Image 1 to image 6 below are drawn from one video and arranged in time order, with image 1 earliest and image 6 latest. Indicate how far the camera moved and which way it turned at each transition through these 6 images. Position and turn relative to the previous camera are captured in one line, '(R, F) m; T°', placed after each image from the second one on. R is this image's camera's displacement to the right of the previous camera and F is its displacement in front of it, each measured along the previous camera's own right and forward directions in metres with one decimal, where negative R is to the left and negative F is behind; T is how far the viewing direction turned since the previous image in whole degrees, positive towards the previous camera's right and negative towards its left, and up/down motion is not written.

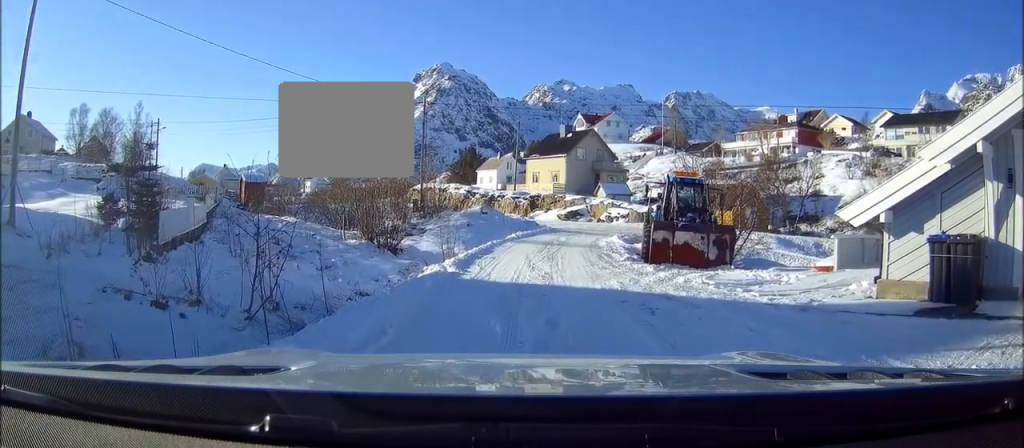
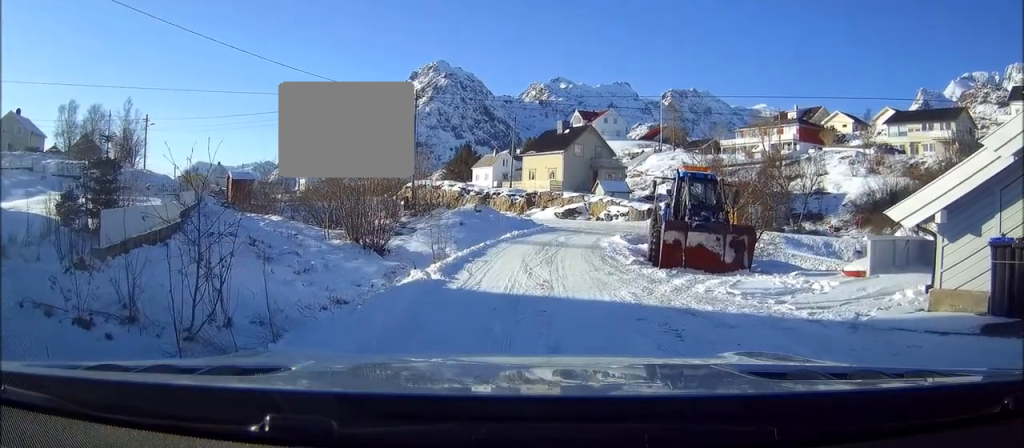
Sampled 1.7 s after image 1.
(-0.1, +1.6) m; 0°
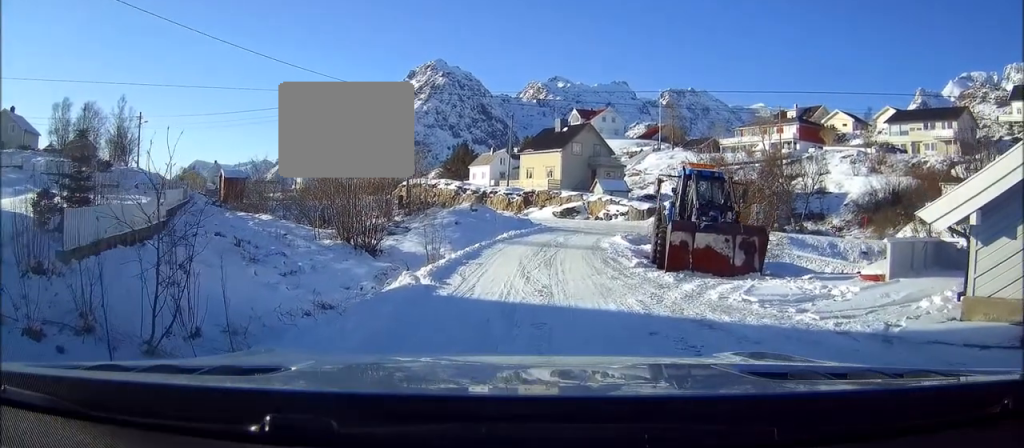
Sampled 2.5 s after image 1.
(0.0, +0.9) m; 0°
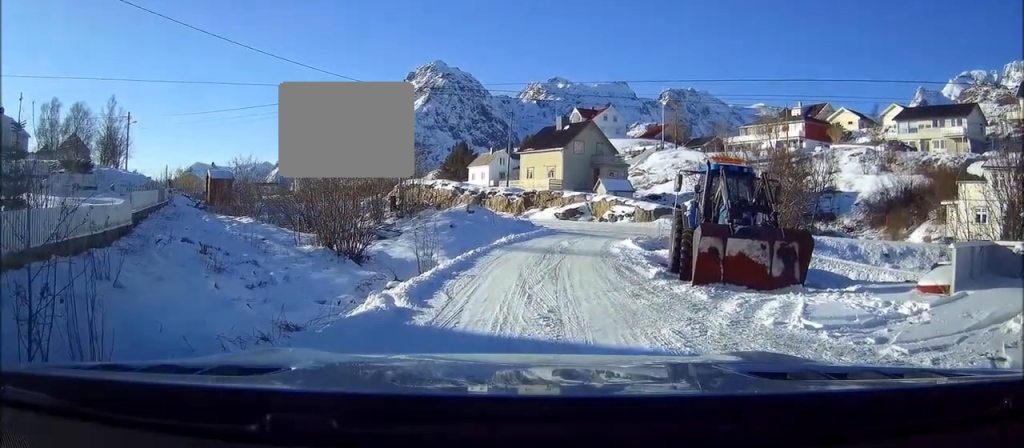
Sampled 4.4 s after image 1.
(0.0, +2.3) m; 0°
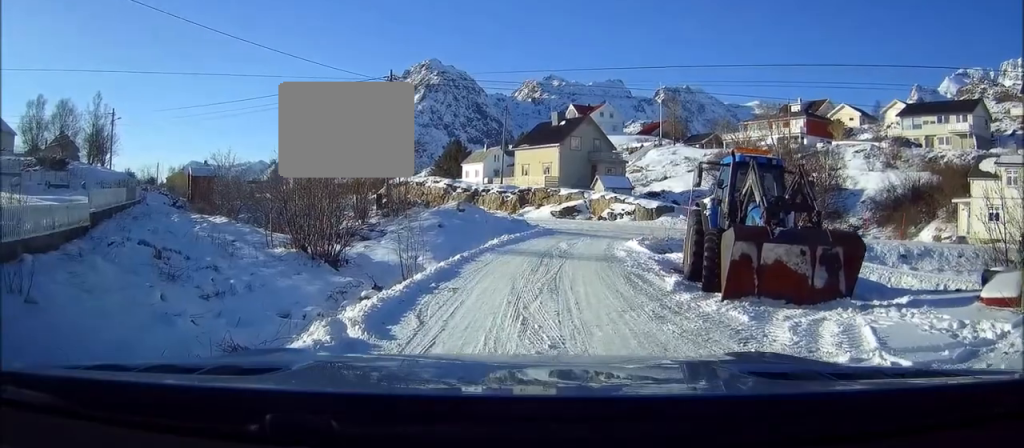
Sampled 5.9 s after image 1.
(+0.1, +2.2) m; -4°
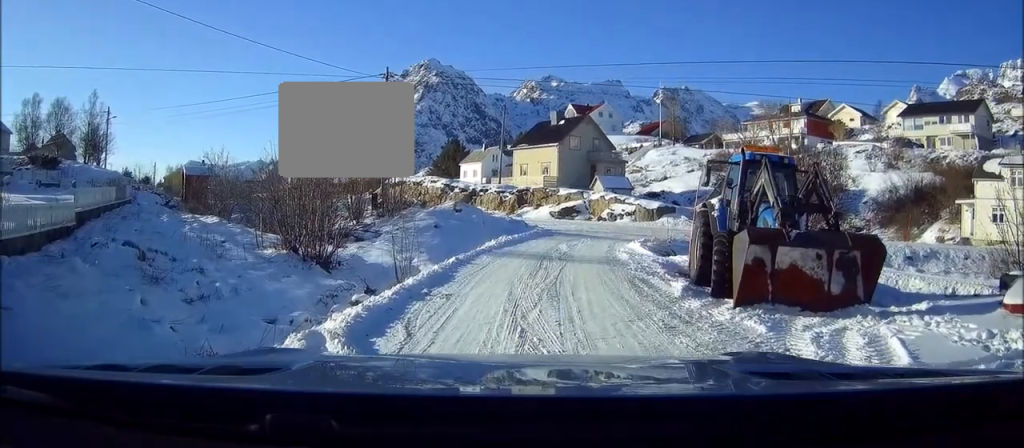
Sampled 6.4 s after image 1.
(-0.1, +0.7) m; +1°
